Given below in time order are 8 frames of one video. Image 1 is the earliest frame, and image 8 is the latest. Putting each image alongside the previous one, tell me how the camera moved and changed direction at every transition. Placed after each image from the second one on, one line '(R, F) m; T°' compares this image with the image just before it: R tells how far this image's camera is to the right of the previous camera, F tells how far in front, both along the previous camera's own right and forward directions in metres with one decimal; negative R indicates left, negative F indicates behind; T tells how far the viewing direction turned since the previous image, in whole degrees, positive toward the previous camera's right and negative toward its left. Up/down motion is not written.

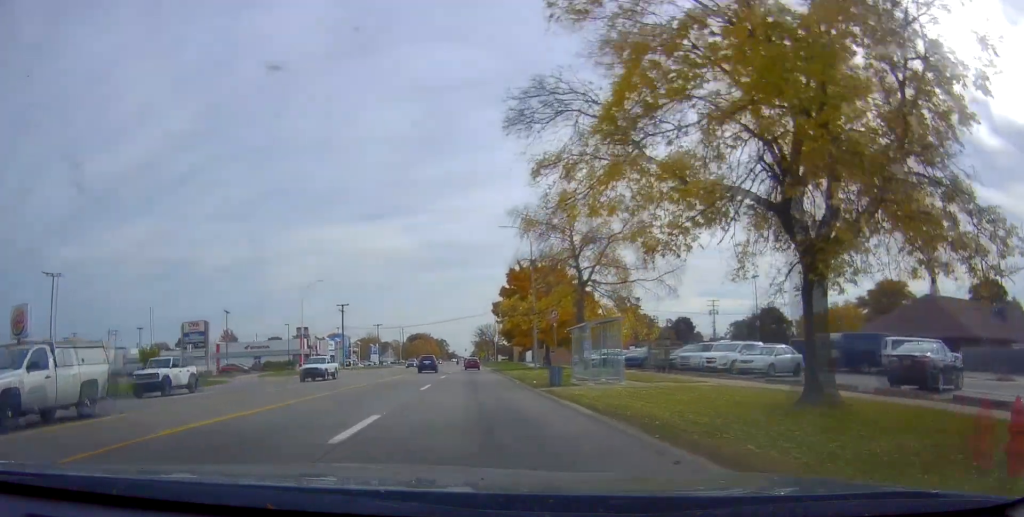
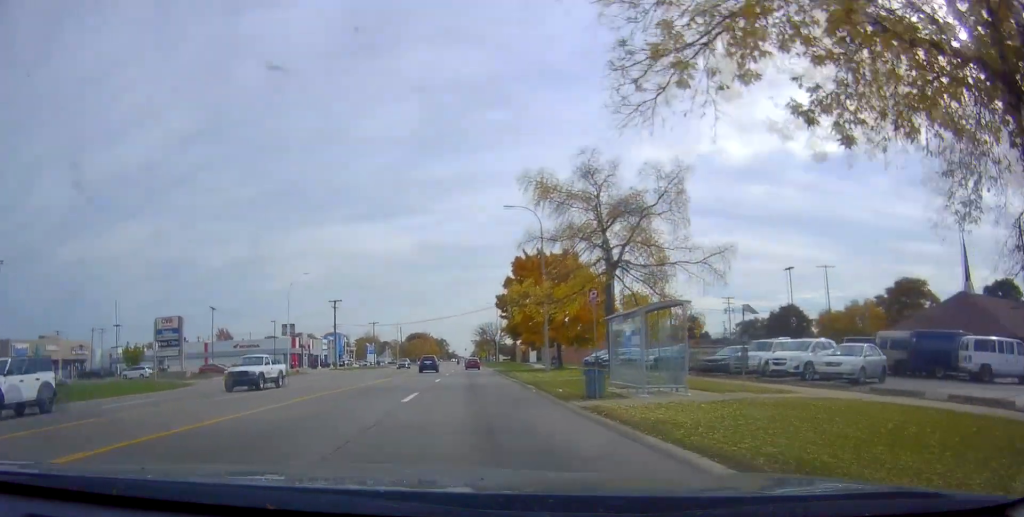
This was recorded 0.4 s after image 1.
(-0.1, +6.7) m; 0°
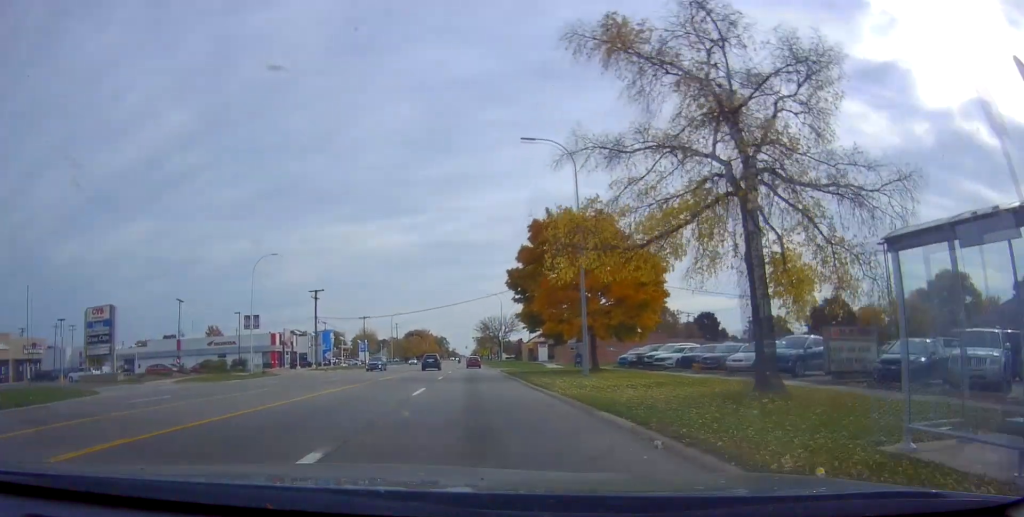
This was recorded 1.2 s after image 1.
(+0.5, +13.7) m; 0°
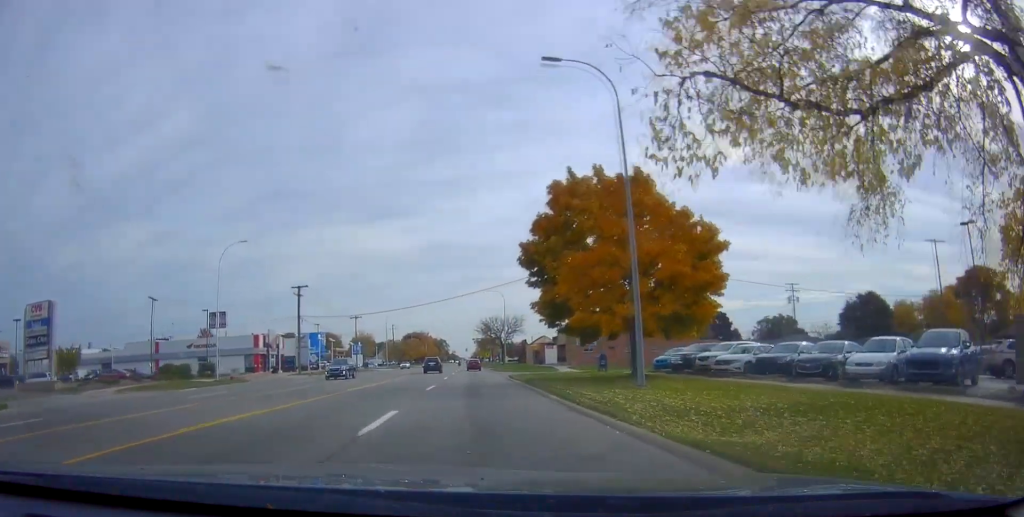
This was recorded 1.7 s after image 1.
(-0.2, +9.2) m; 0°
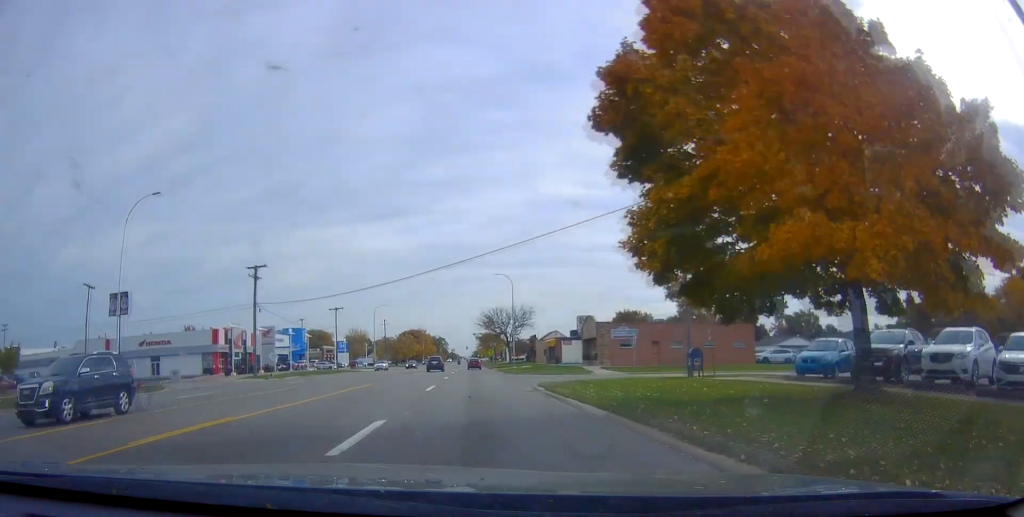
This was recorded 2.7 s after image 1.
(-0.1, +17.4) m; +1°
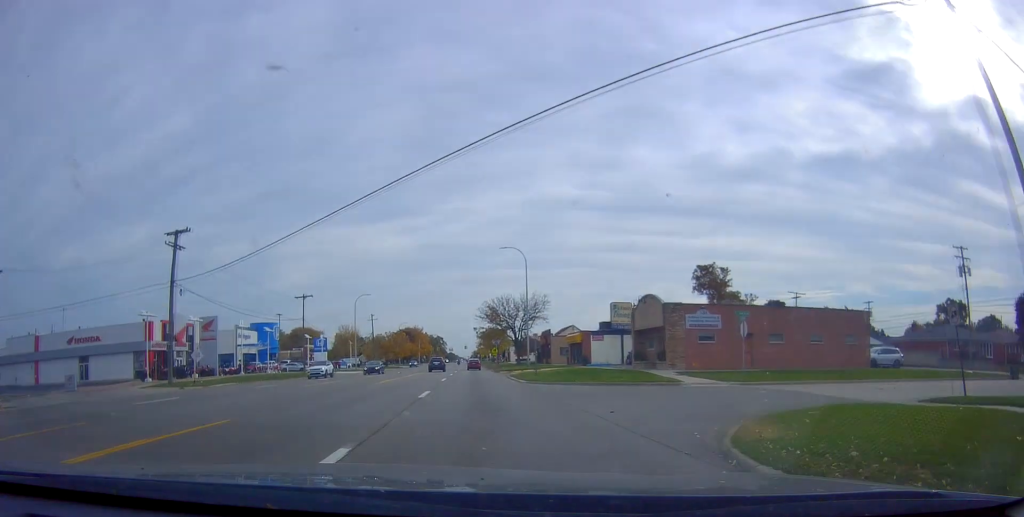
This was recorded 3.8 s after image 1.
(+0.3, +19.3) m; 0°
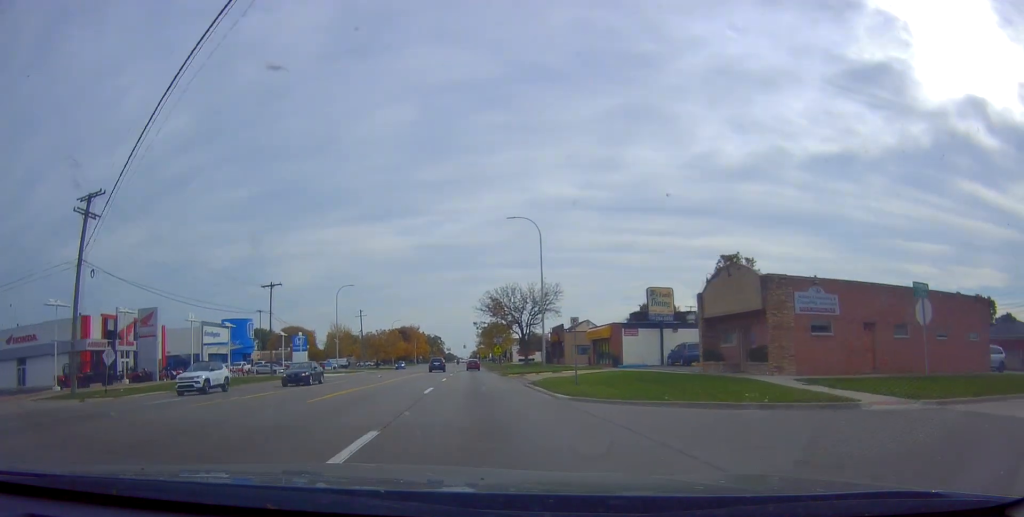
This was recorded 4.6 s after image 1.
(-0.1, +13.0) m; -1°
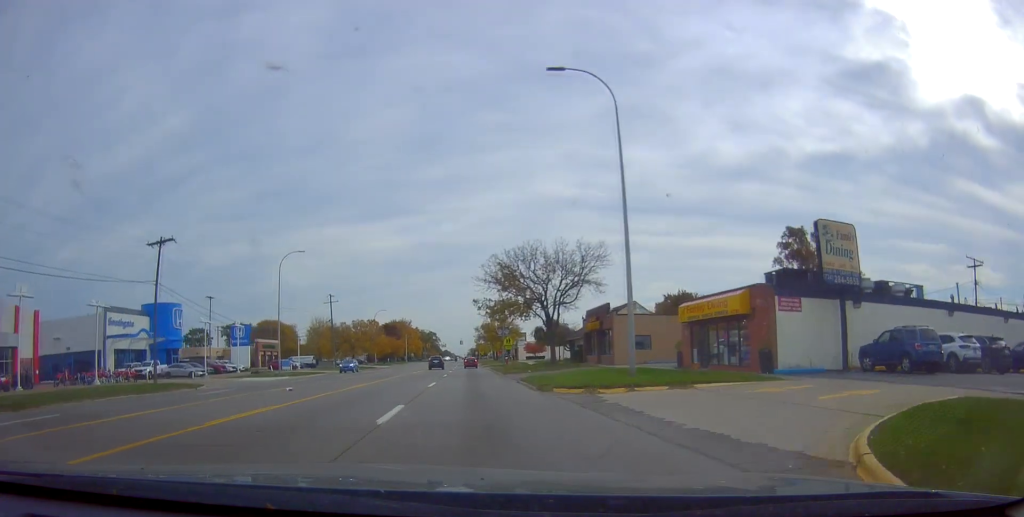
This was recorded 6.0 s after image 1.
(0.0, +25.5) m; +1°
